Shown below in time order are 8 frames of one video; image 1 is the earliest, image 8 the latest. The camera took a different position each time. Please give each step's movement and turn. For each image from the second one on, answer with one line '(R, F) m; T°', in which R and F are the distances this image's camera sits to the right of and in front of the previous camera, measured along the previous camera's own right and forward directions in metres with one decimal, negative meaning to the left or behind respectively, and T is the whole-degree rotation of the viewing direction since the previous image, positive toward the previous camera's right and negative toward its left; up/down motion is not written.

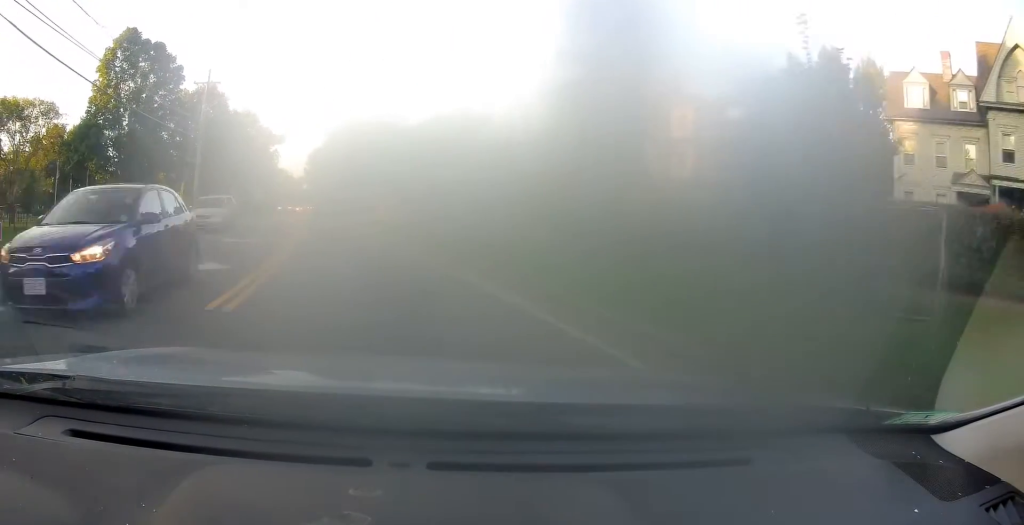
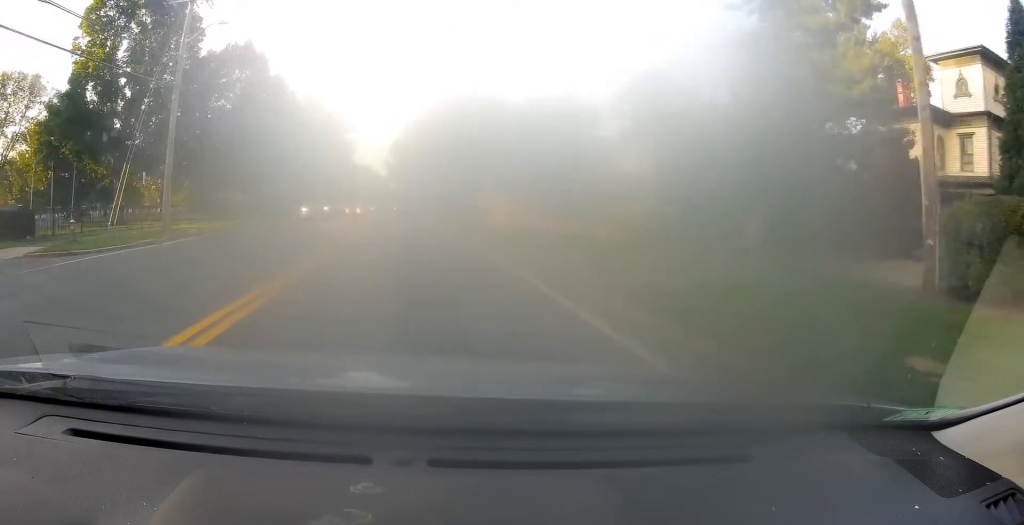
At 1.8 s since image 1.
(-0.9, +21.7) m; -6°
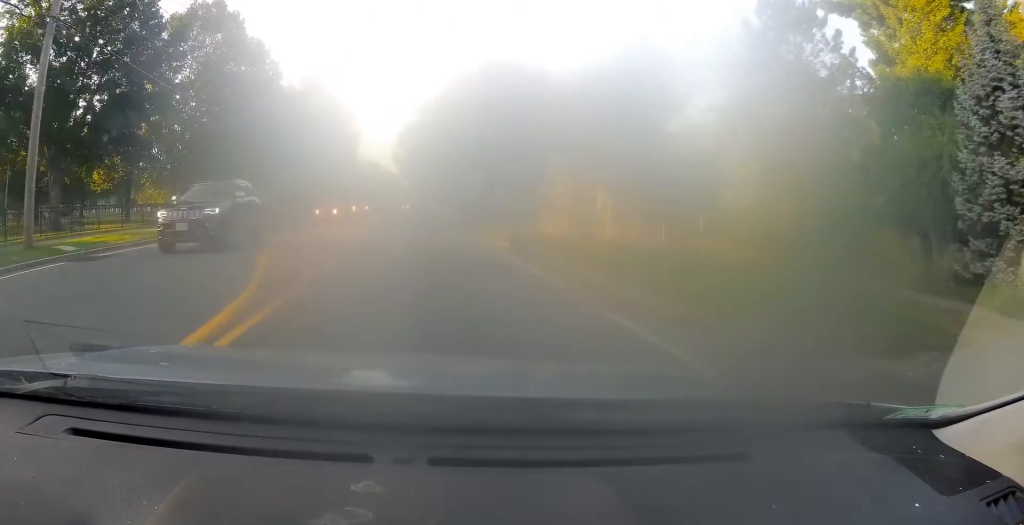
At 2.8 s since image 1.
(0.0, +12.4) m; -2°
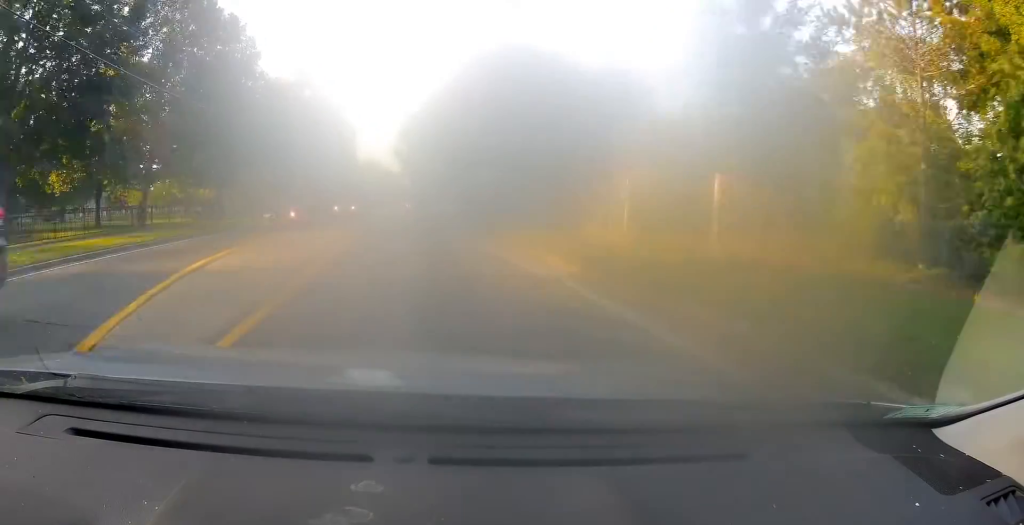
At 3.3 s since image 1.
(-0.2, +6.3) m; -1°
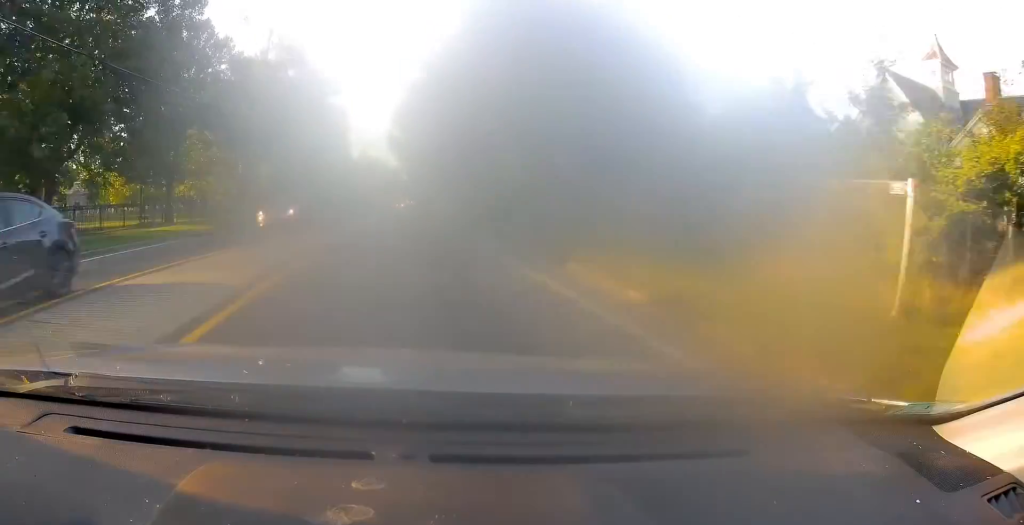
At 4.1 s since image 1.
(-0.2, +10.9) m; -1°
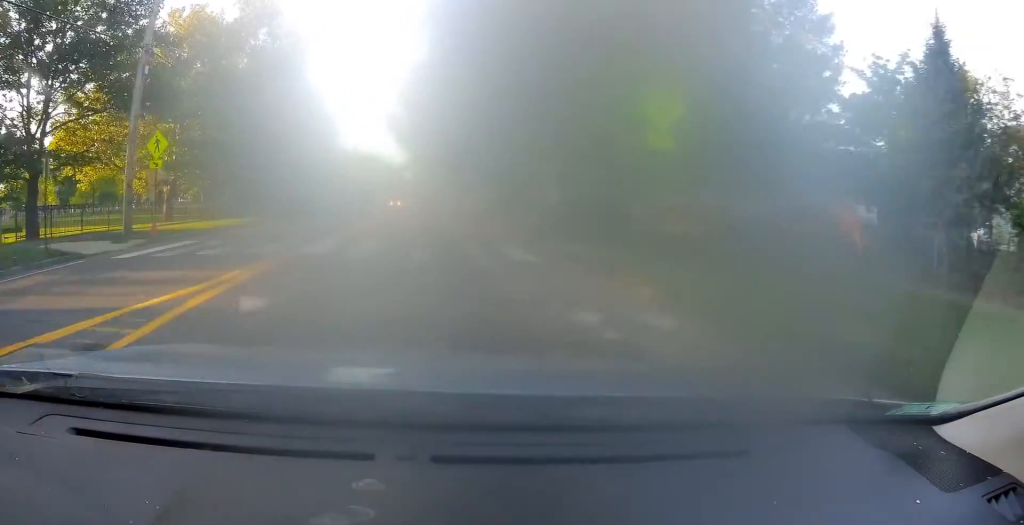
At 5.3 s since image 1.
(+0.3, +16.9) m; +2°
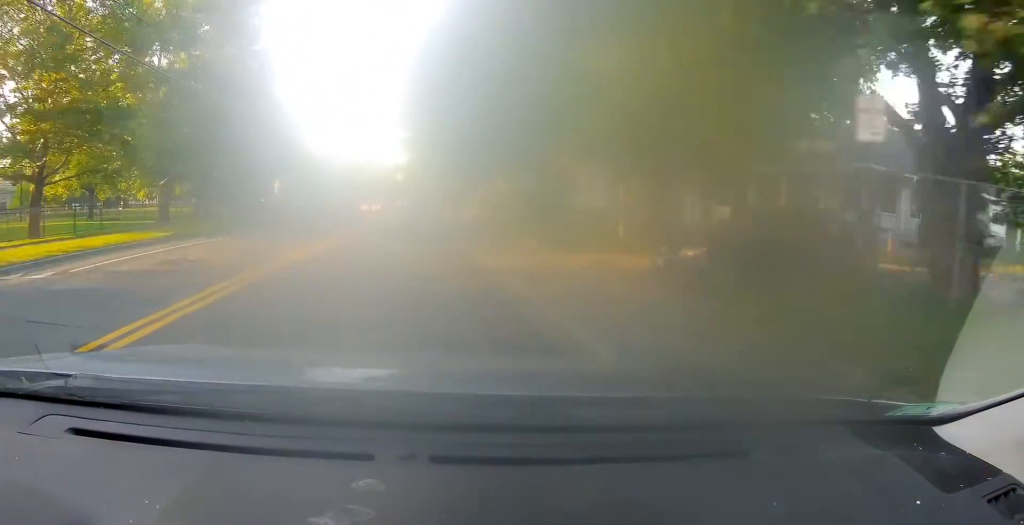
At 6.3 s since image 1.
(+0.2, +15.3) m; 0°
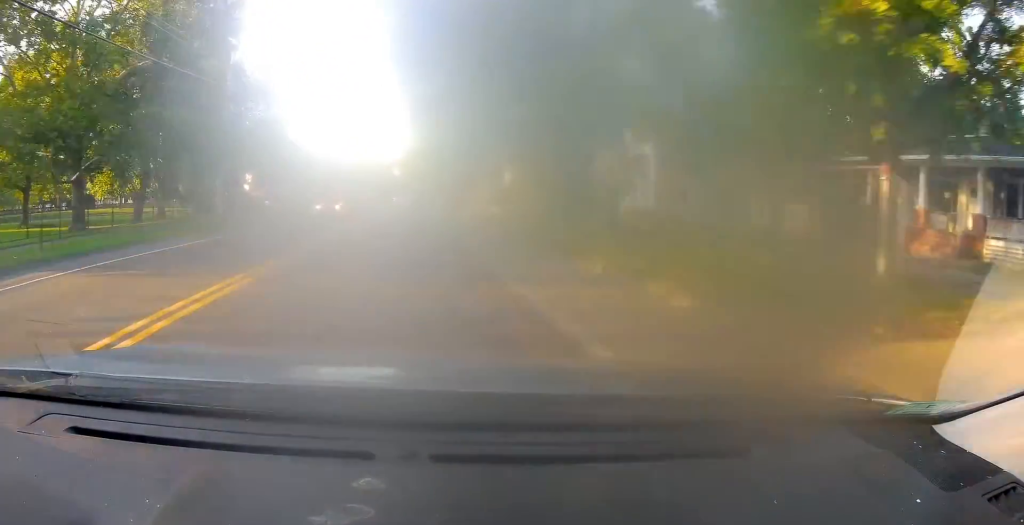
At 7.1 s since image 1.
(-0.1, +11.5) m; -1°
